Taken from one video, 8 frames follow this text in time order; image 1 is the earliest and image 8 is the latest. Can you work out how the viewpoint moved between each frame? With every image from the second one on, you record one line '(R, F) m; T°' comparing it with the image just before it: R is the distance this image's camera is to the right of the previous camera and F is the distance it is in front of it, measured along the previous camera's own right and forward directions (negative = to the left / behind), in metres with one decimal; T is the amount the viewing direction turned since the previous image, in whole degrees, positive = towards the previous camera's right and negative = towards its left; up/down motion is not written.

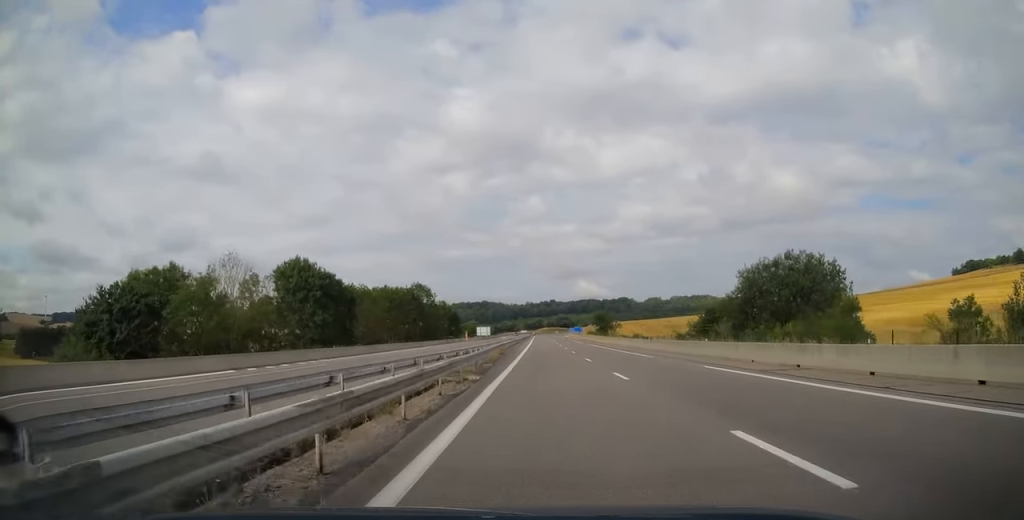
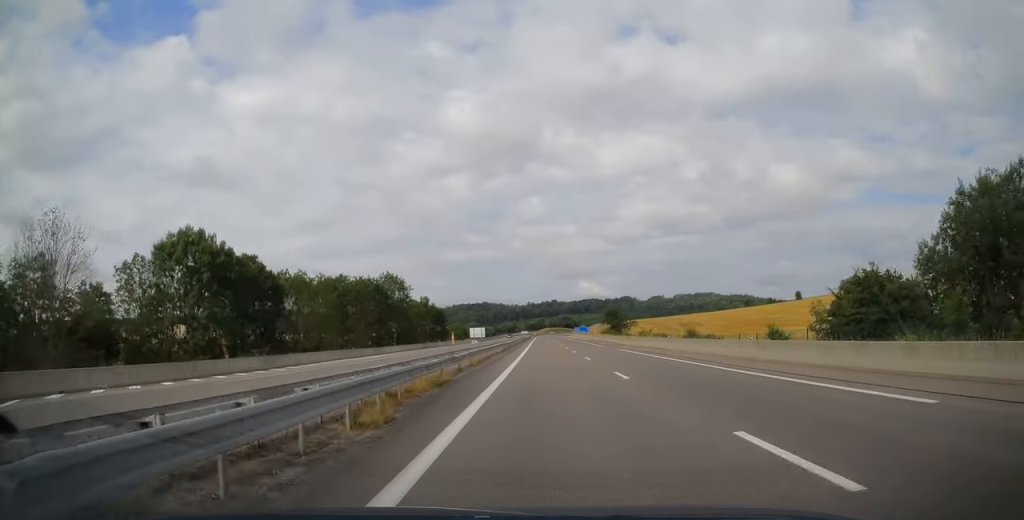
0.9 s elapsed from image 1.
(0.0, +25.3) m; 0°
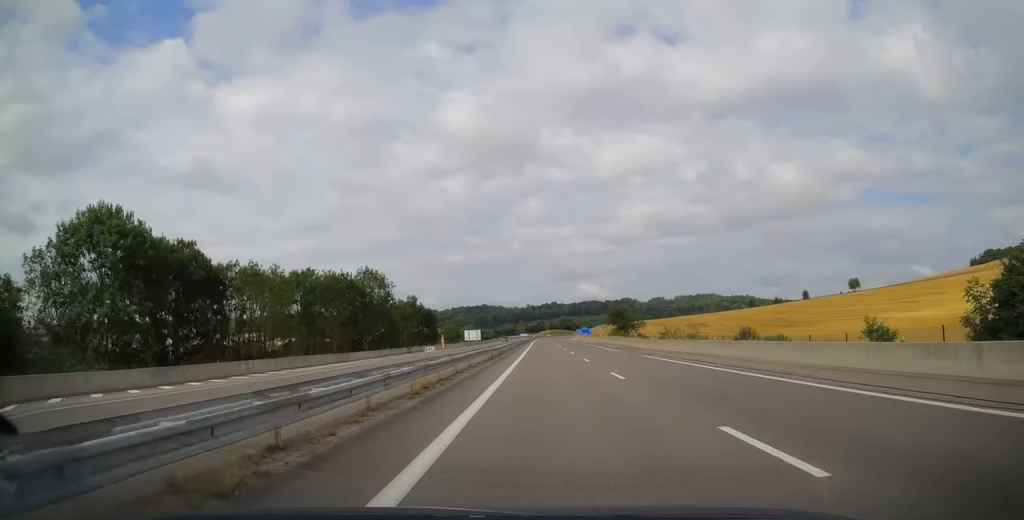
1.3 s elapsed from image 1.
(0.0, +12.2) m; 0°
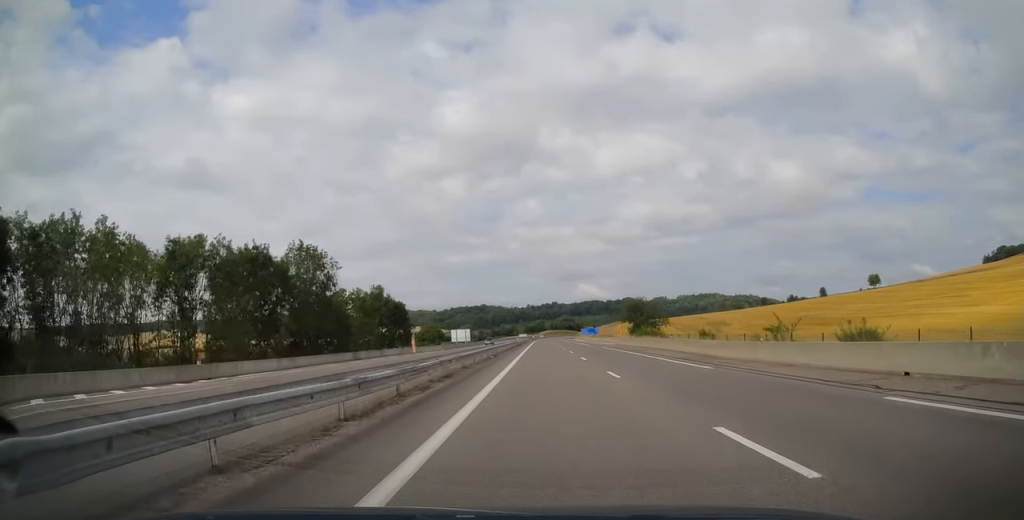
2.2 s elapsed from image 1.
(0.0, +25.3) m; -1°
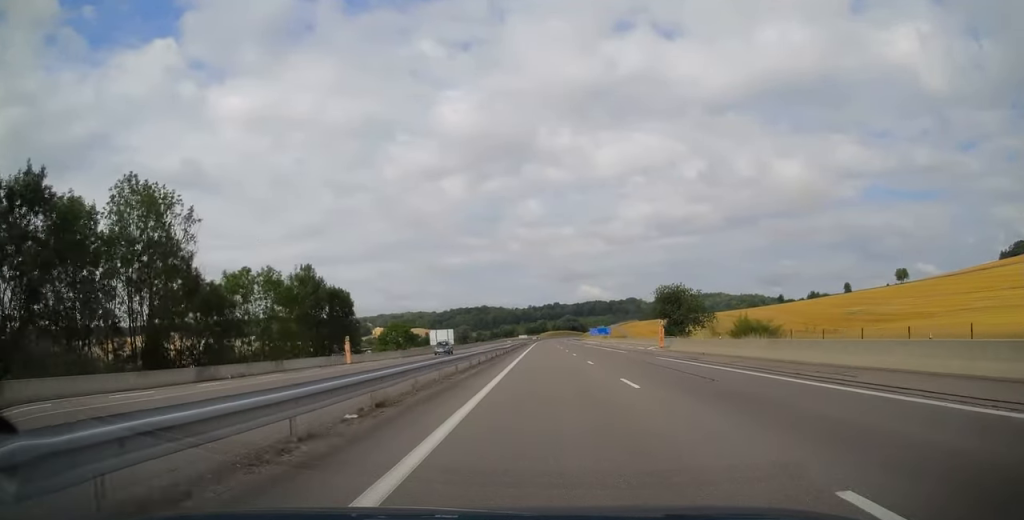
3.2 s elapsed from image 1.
(-0.2, +29.7) m; 0°
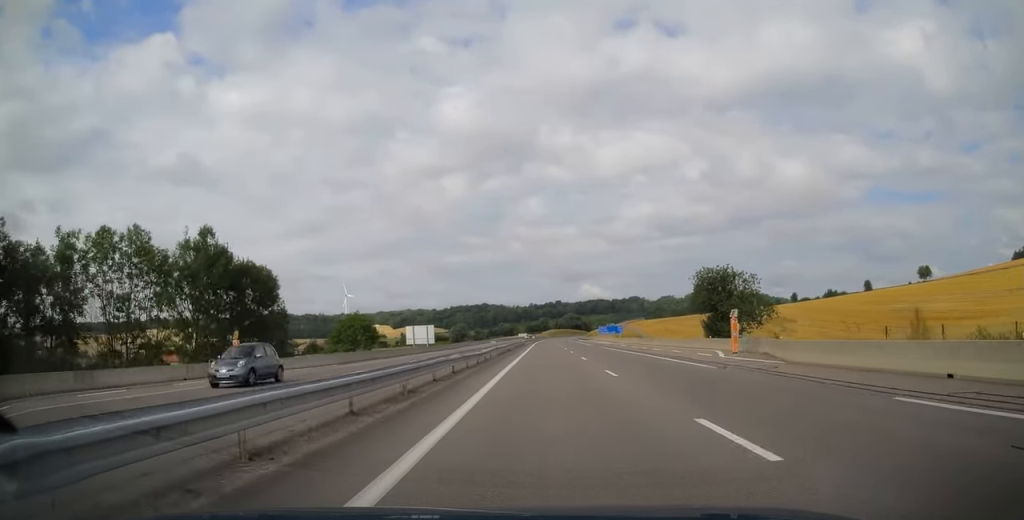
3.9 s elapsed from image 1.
(+0.3, +21.4) m; +1°
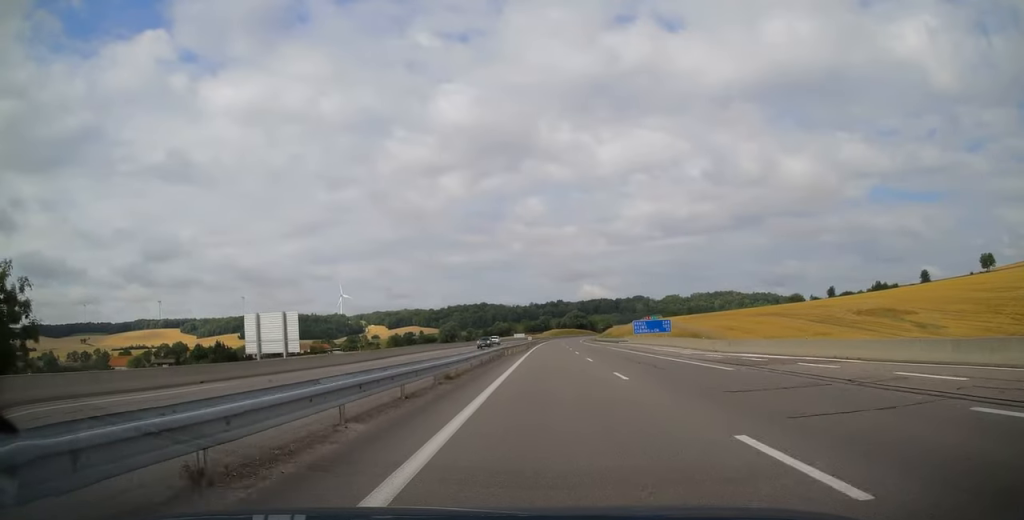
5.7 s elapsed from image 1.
(0.0, +52.9) m; 0°
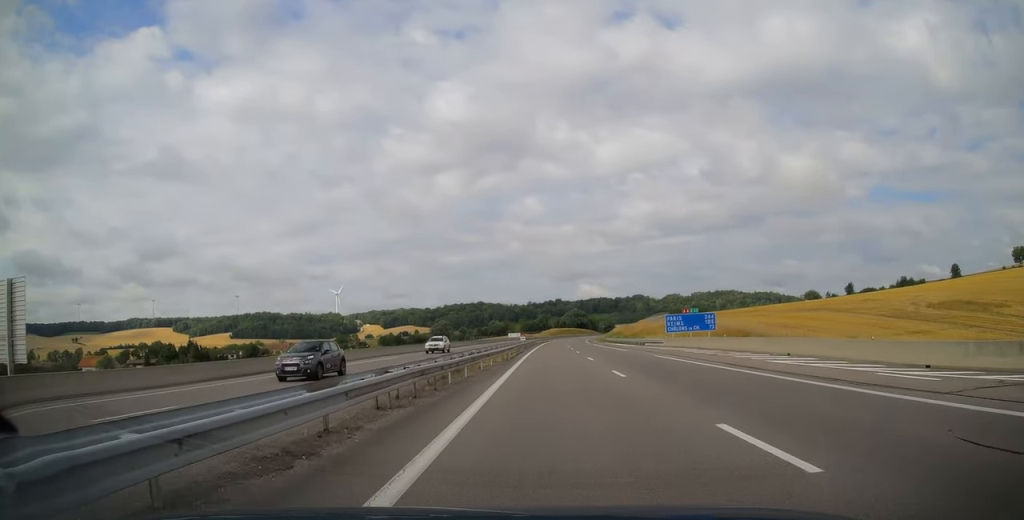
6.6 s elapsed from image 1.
(0.0, +24.8) m; +1°
